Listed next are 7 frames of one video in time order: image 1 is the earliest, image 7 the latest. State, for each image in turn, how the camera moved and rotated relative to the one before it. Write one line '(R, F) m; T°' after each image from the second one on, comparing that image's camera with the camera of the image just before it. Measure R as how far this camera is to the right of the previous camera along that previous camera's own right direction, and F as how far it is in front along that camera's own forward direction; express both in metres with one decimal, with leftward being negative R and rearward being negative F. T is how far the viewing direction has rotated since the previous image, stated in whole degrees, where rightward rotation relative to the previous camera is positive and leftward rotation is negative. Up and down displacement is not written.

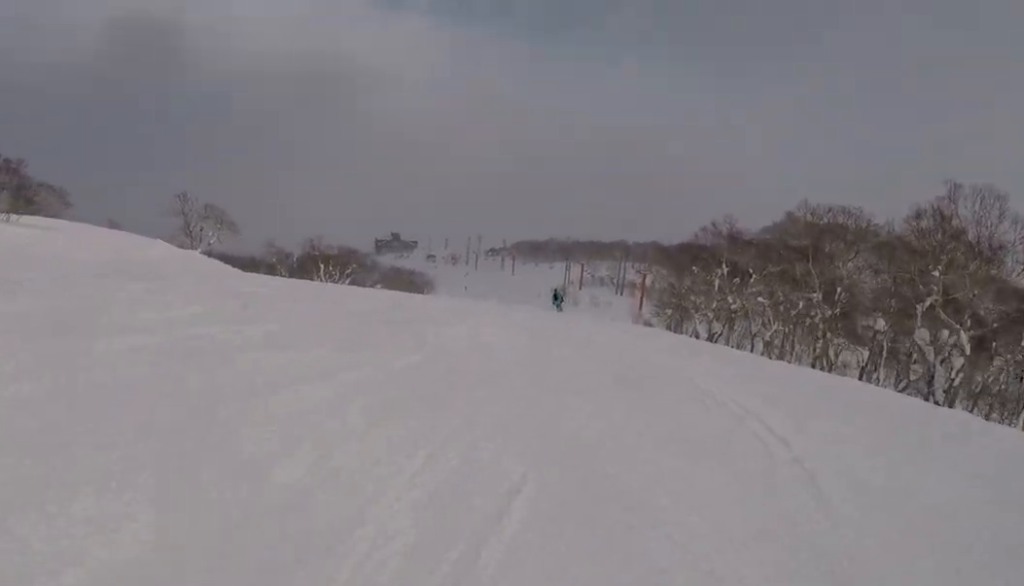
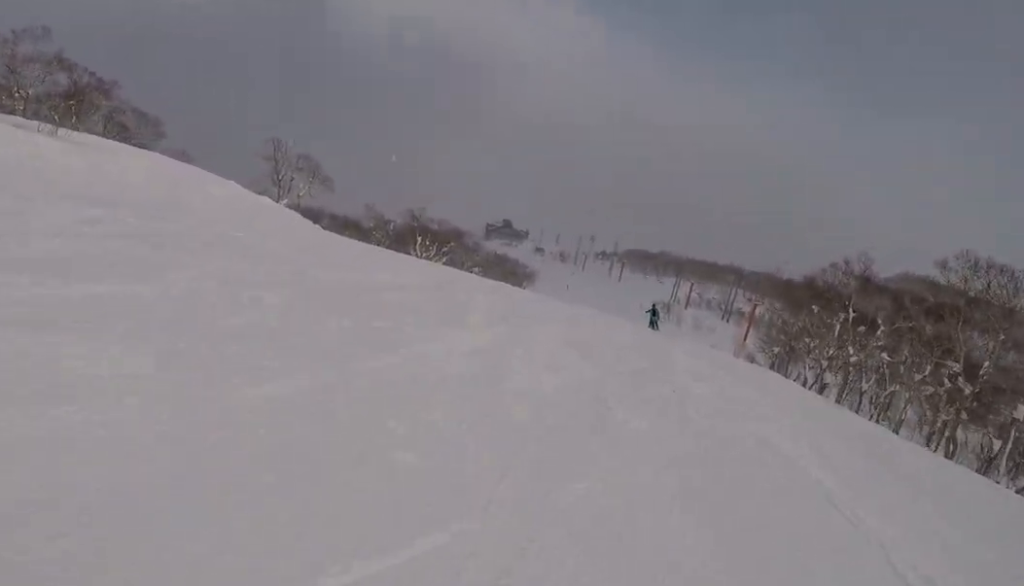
(0.0, +5.2) m; -3°
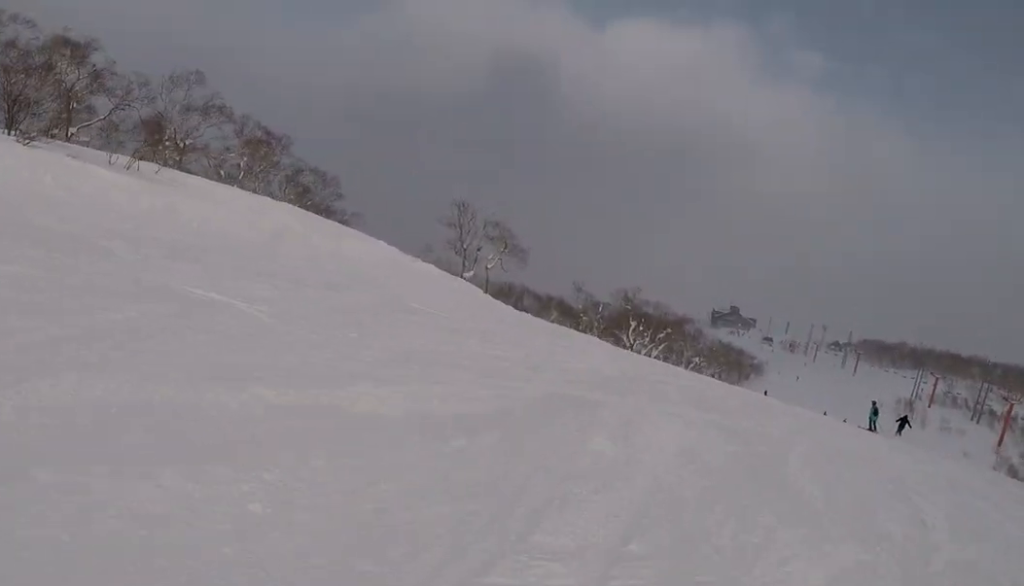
(-1.2, +10.7) m; -4°
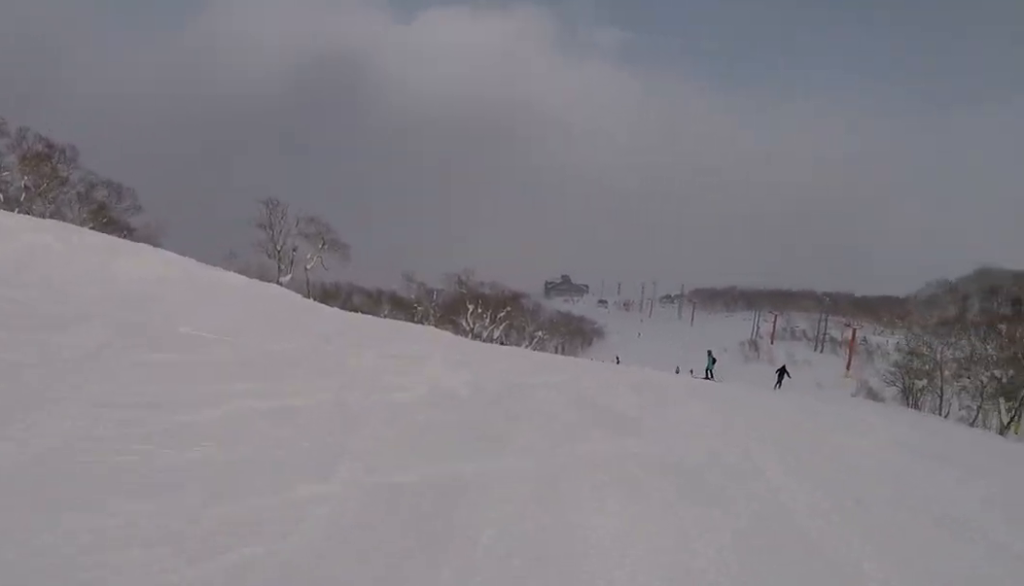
(-0.2, +5.8) m; +5°
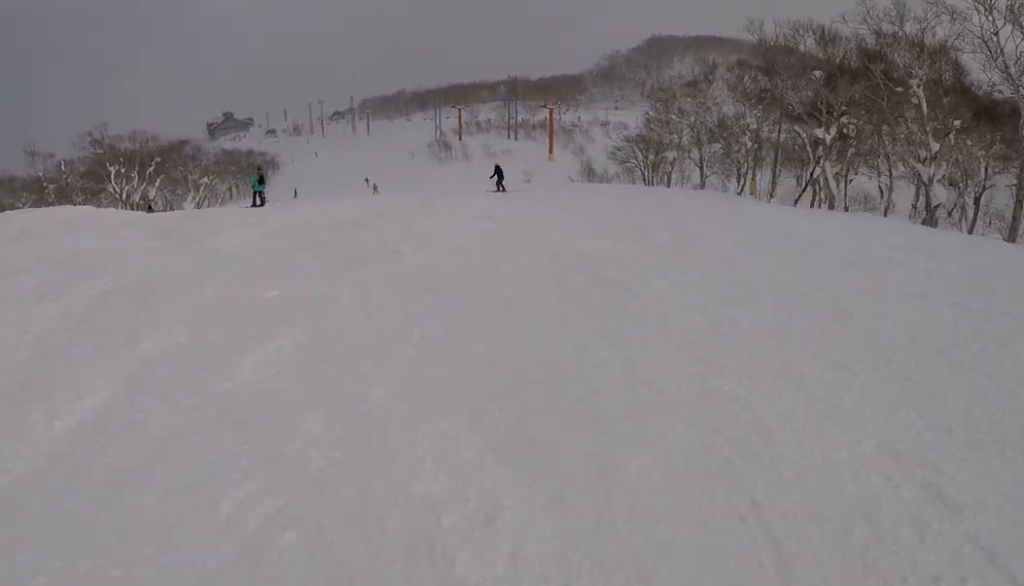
(+2.6, +13.8) m; +10°
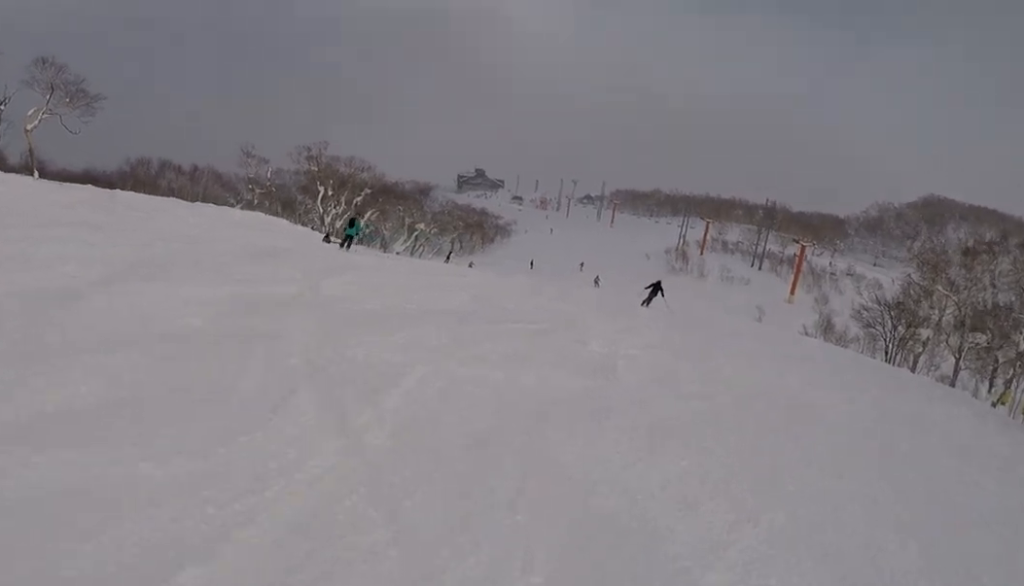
(-0.3, +6.0) m; -13°
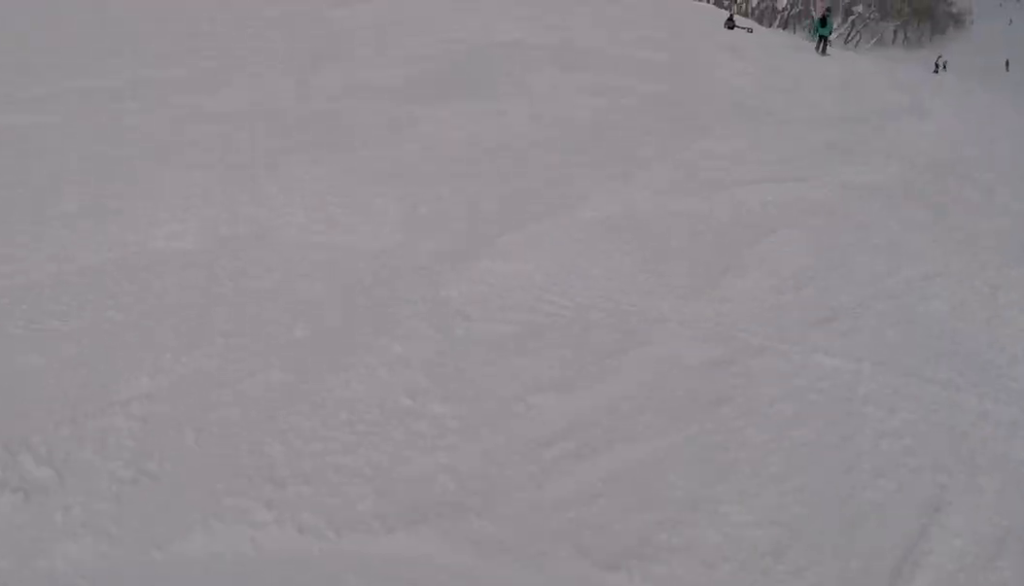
(-2.5, +8.2) m; -22°
